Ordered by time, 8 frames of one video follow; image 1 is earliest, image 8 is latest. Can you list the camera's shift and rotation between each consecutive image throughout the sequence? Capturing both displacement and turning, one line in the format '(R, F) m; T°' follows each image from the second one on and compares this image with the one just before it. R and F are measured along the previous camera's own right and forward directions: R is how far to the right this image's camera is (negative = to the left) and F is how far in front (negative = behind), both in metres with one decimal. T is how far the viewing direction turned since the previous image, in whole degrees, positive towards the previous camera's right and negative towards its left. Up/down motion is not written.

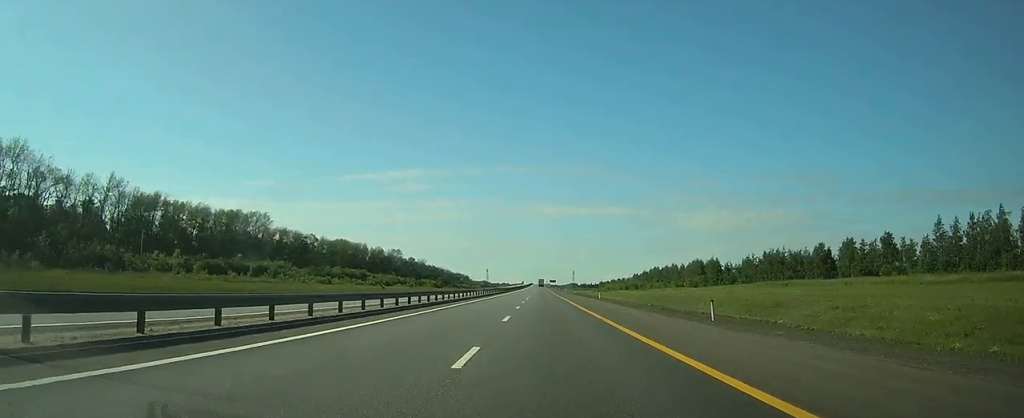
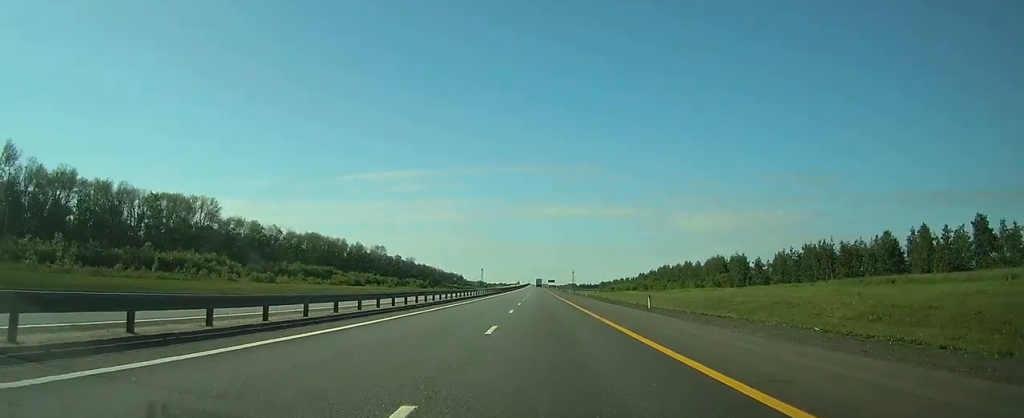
(0.0, +30.4) m; 0°
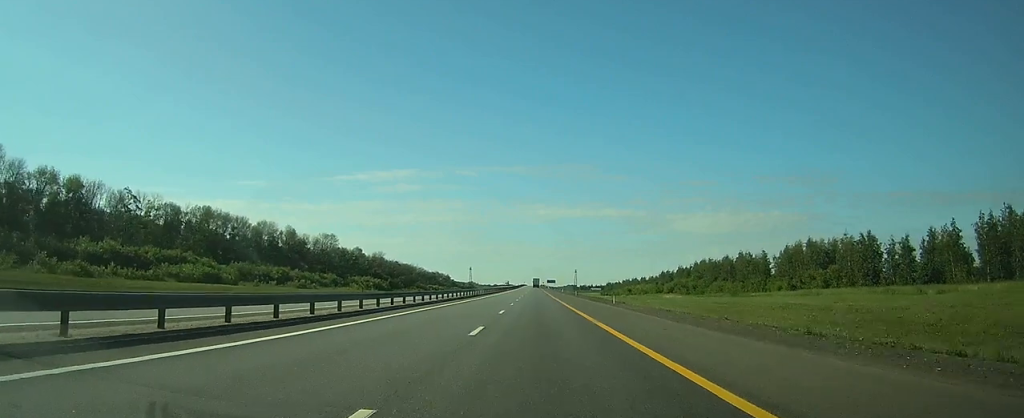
(+0.3, +73.9) m; 0°
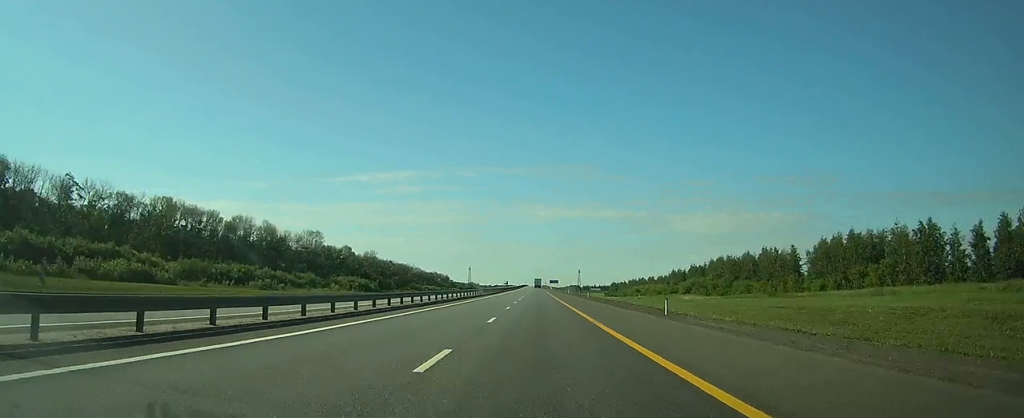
(0.0, +18.8) m; 0°
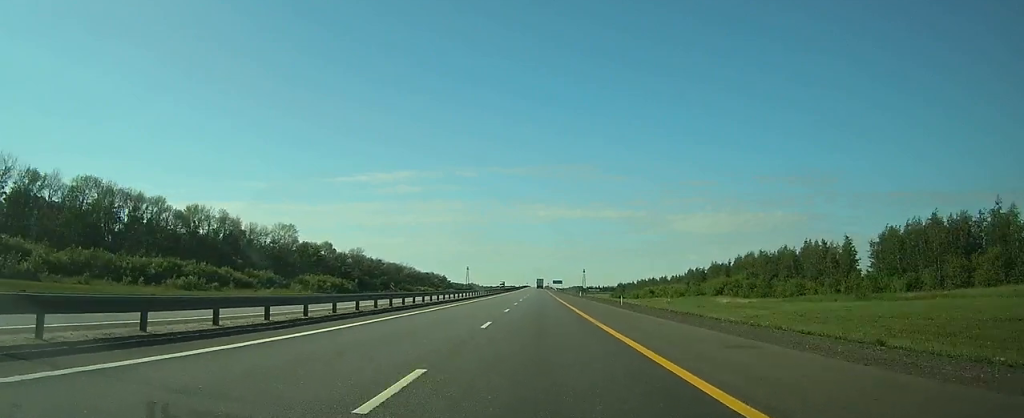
(0.0, +27.0) m; 0°
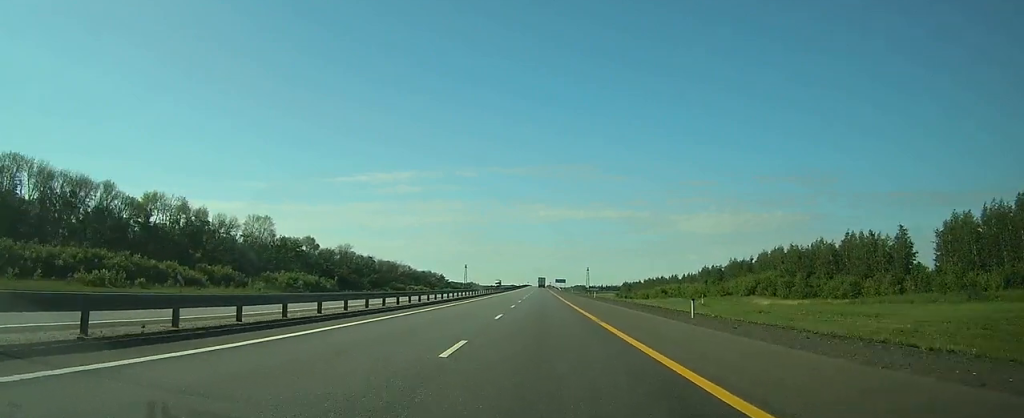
(0.0, +19.9) m; 0°
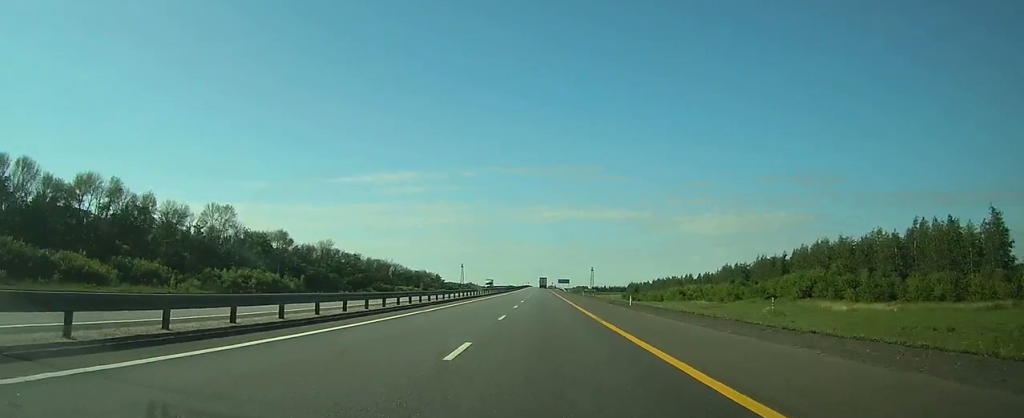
(0.0, +24.6) m; 0°
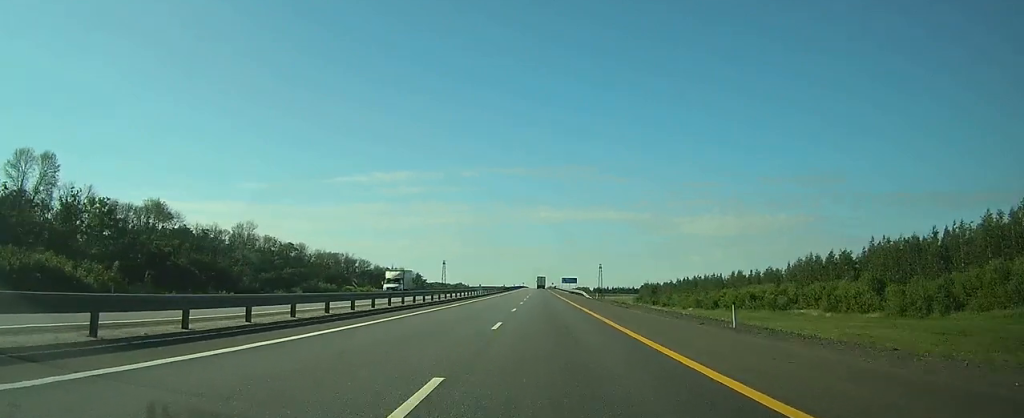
(-0.3, +65.6) m; 0°
